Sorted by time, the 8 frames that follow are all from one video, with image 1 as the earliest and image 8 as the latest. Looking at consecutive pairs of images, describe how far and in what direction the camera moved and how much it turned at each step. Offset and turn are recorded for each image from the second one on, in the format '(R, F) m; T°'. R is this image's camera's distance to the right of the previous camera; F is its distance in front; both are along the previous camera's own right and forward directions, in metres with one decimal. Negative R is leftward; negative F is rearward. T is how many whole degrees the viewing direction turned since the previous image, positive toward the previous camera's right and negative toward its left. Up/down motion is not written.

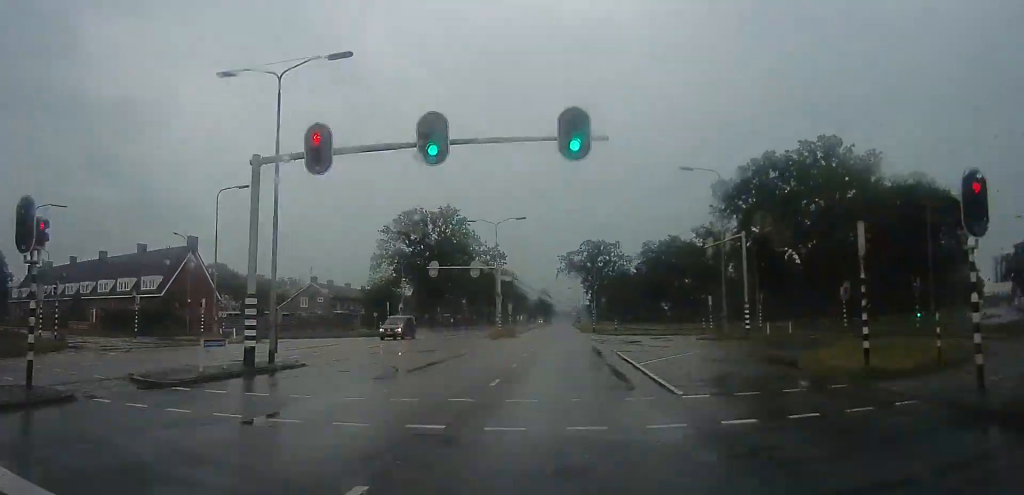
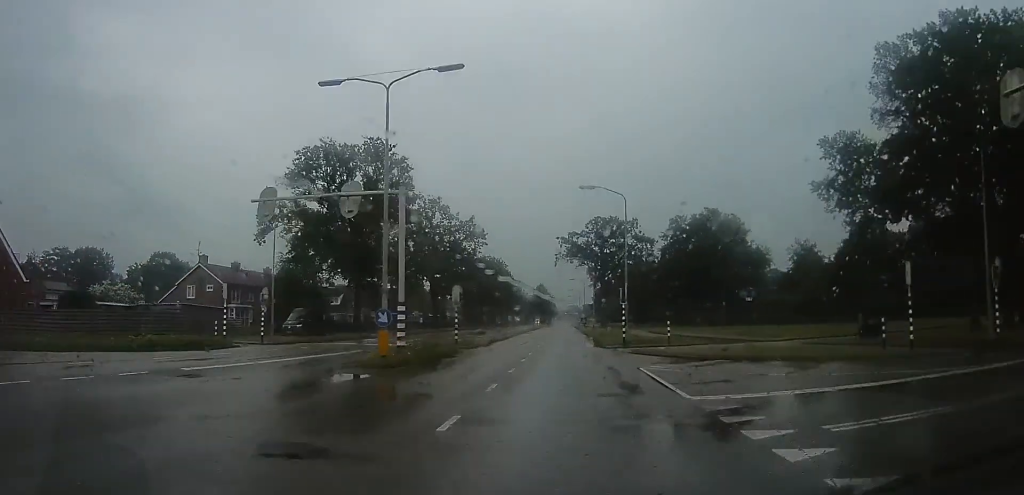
(+0.6, +27.8) m; 0°
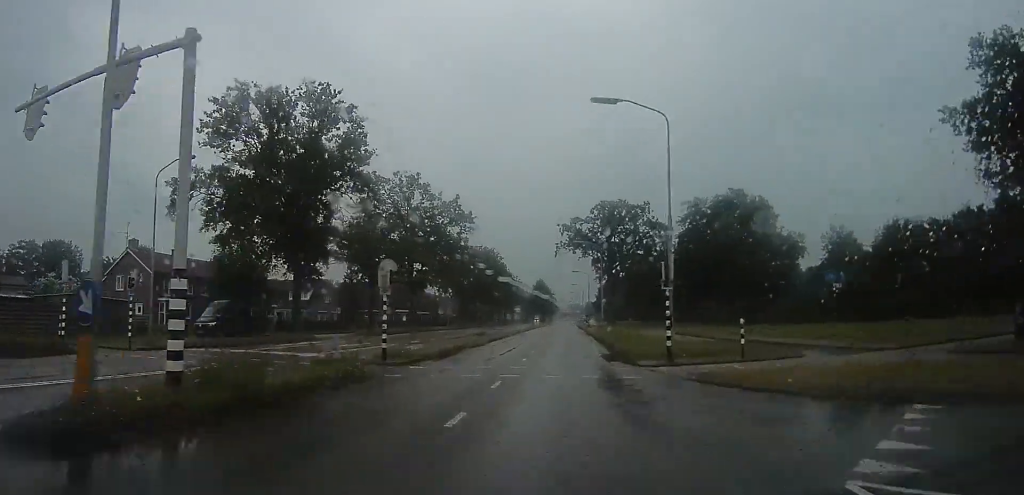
(-0.9, +11.5) m; 0°
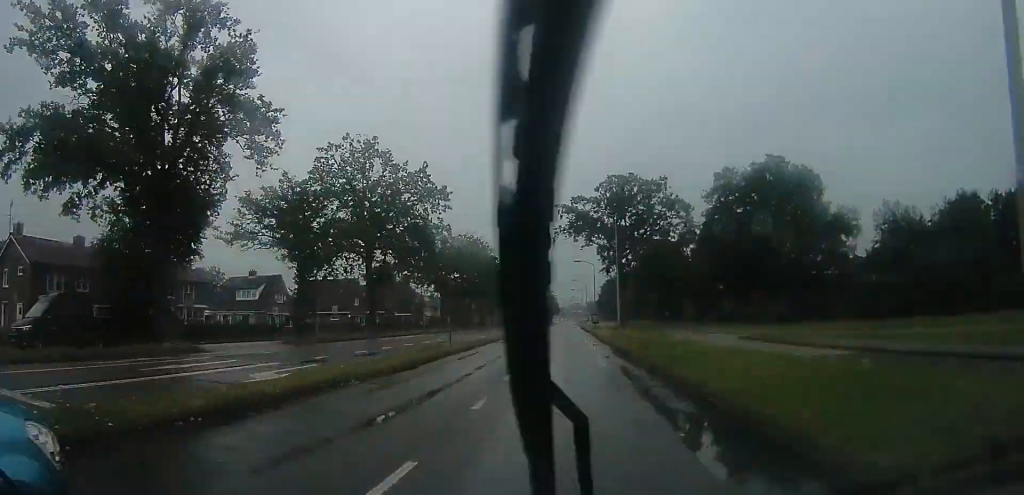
(+1.1, +13.9) m; 0°
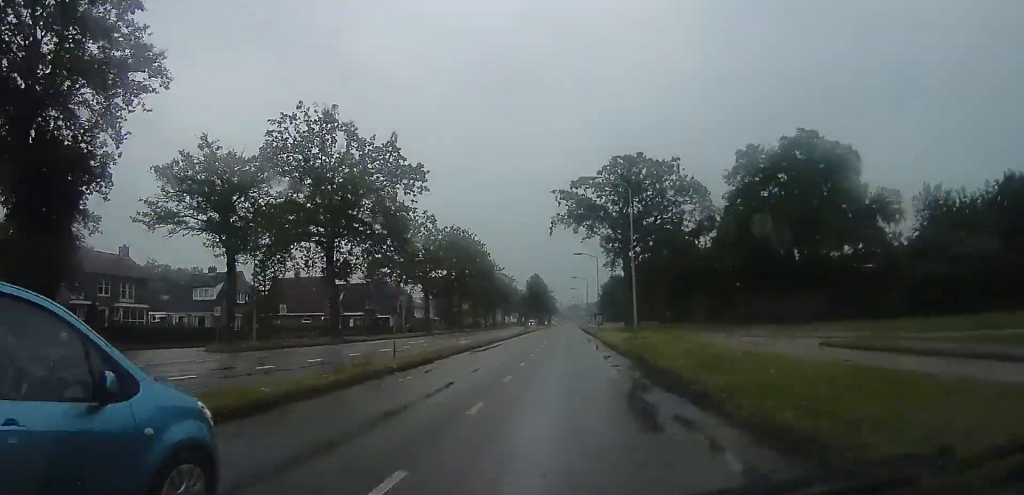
(-0.1, +8.4) m; 0°
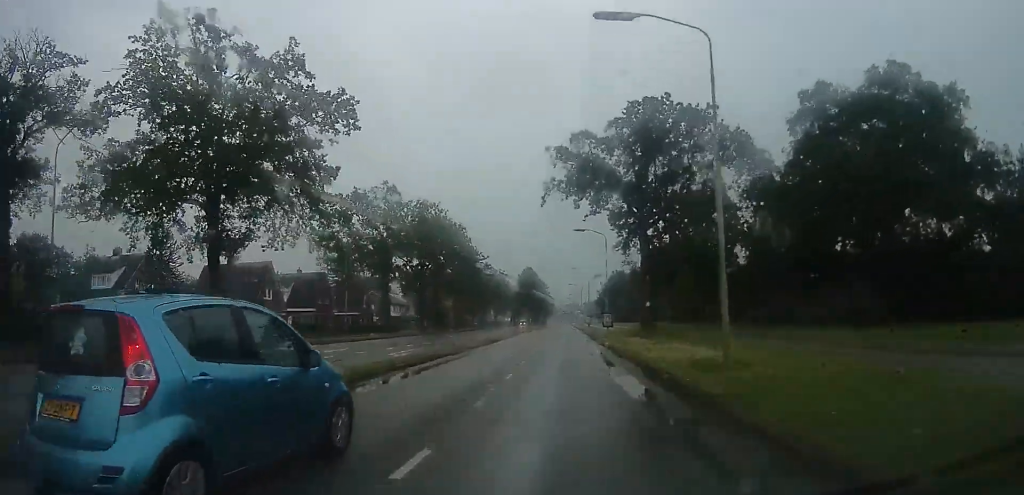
(-1.0, +15.0) m; 0°
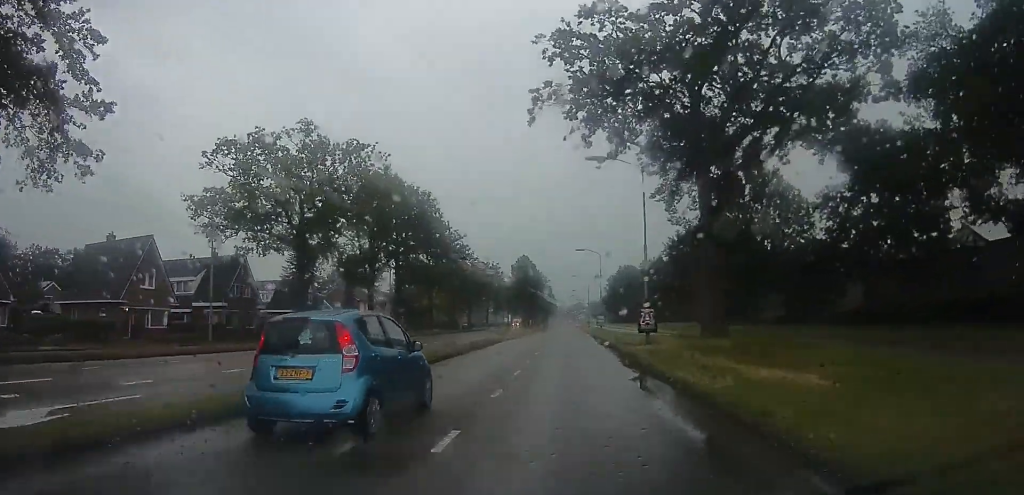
(+1.5, +18.8) m; +4°
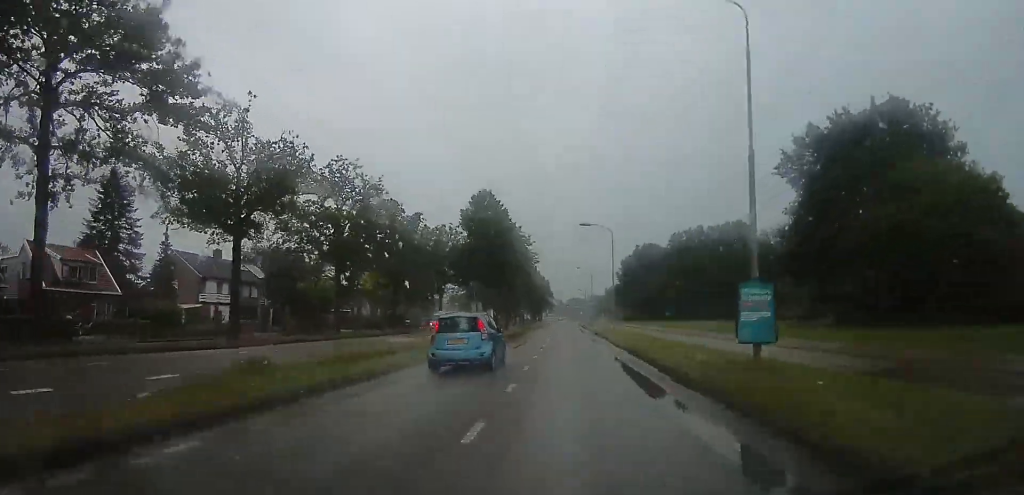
(-2.7, +42.8) m; -4°
